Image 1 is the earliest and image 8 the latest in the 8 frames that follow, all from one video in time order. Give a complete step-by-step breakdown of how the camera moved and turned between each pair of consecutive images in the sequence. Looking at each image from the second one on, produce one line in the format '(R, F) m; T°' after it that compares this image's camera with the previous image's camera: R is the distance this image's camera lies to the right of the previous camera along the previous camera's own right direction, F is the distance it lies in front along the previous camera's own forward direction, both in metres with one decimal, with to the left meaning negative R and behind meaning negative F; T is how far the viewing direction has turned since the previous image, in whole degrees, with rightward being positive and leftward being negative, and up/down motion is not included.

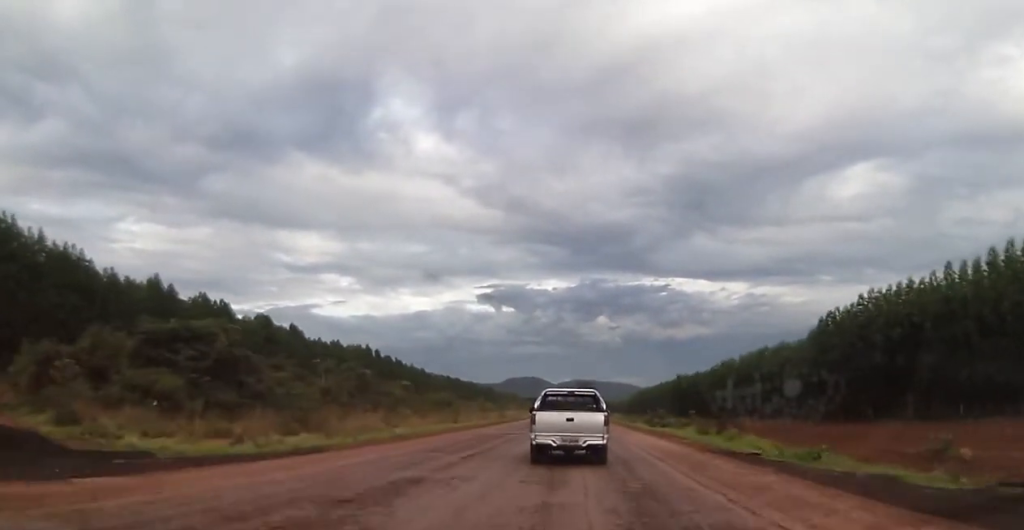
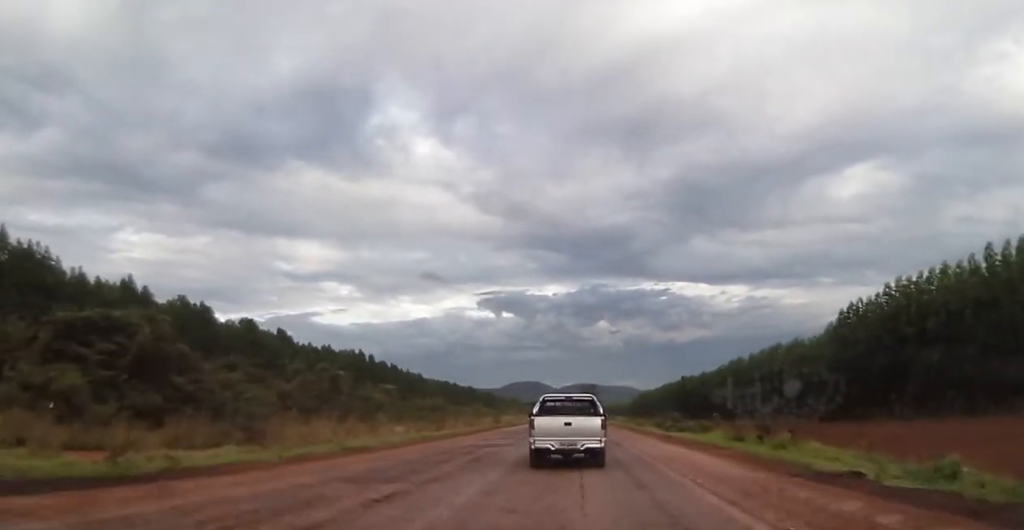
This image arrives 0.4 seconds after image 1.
(-0.1, +7.2) m; 0°
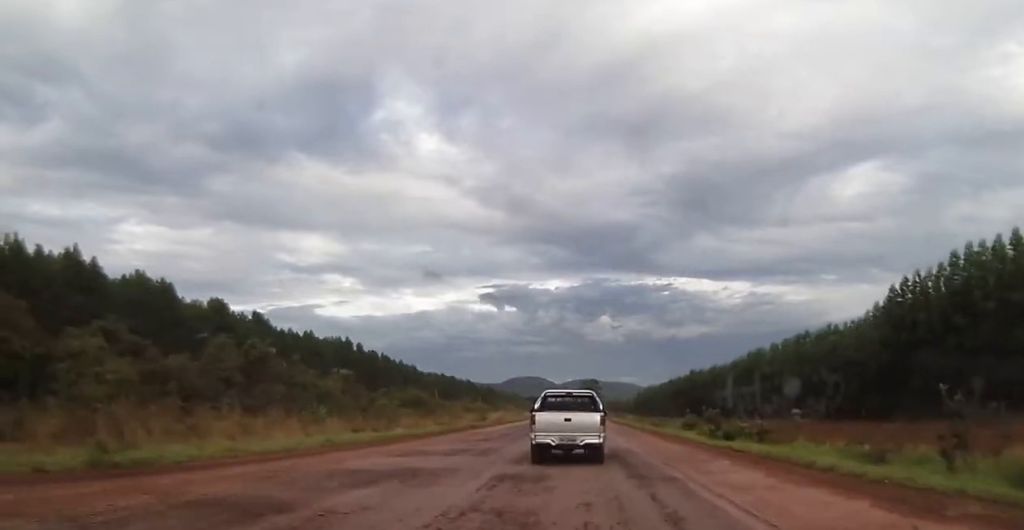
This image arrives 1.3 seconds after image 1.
(-0.3, +14.5) m; 0°
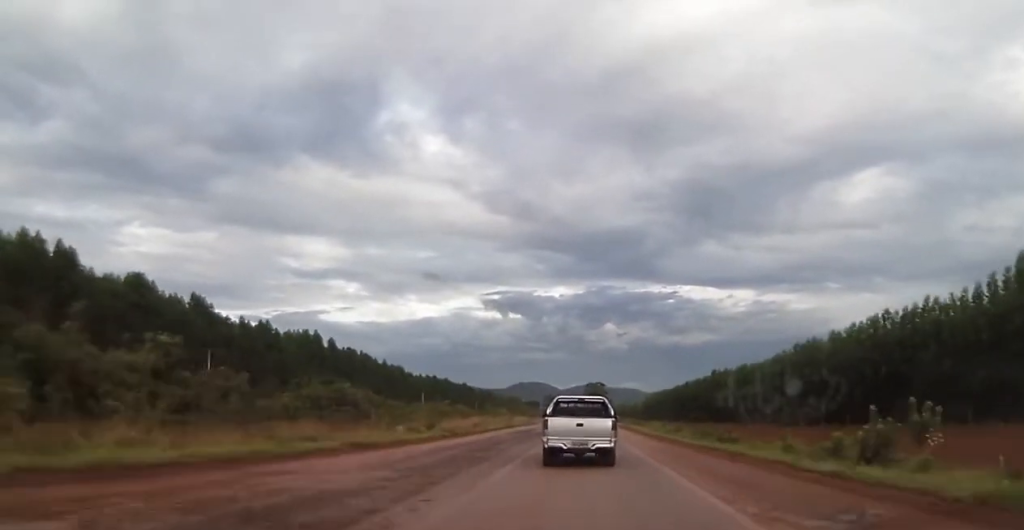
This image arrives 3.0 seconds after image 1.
(+0.4, +28.7) m; 0°
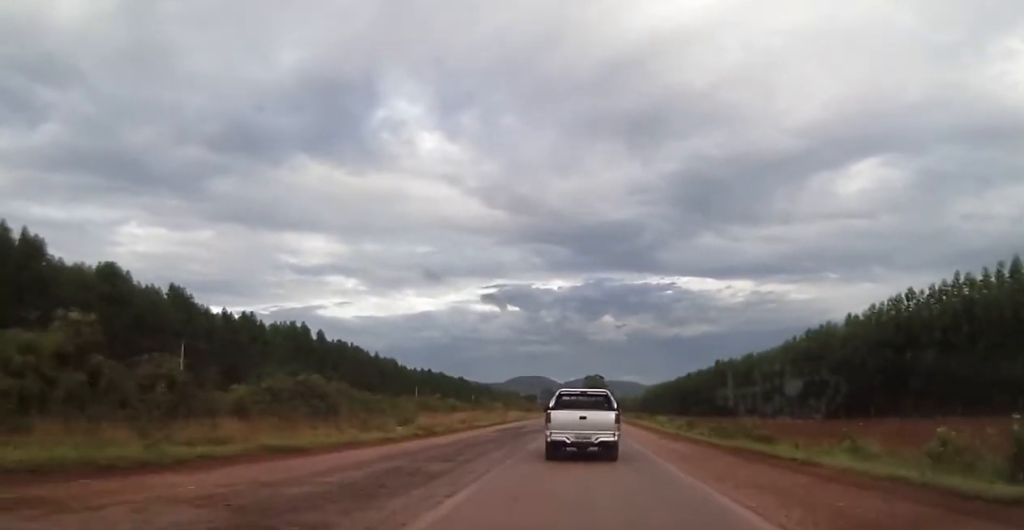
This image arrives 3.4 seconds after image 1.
(0.0, +7.0) m; 0°
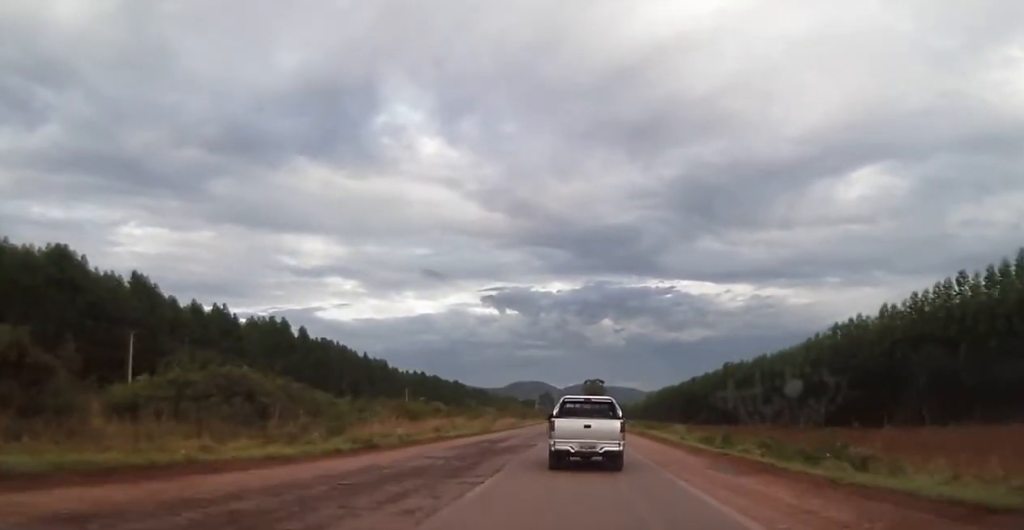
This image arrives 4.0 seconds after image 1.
(0.0, +11.8) m; 0°
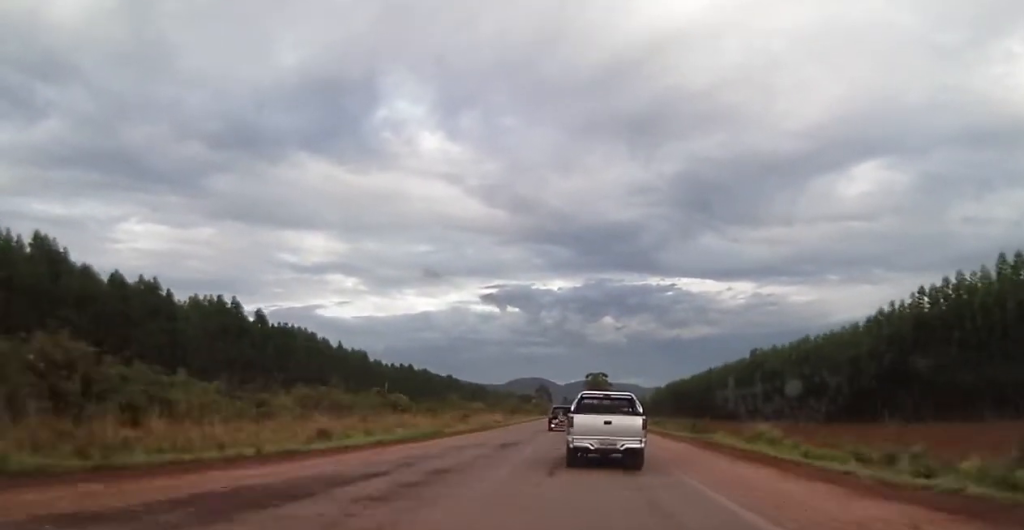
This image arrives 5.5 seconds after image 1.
(0.0, +25.4) m; 0°
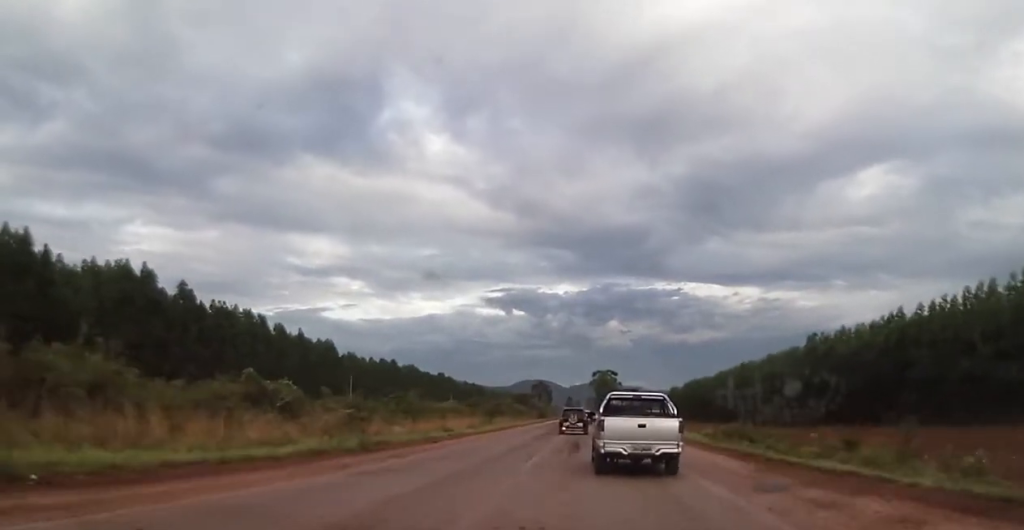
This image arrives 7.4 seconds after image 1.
(+0.3, +33.9) m; +1°
